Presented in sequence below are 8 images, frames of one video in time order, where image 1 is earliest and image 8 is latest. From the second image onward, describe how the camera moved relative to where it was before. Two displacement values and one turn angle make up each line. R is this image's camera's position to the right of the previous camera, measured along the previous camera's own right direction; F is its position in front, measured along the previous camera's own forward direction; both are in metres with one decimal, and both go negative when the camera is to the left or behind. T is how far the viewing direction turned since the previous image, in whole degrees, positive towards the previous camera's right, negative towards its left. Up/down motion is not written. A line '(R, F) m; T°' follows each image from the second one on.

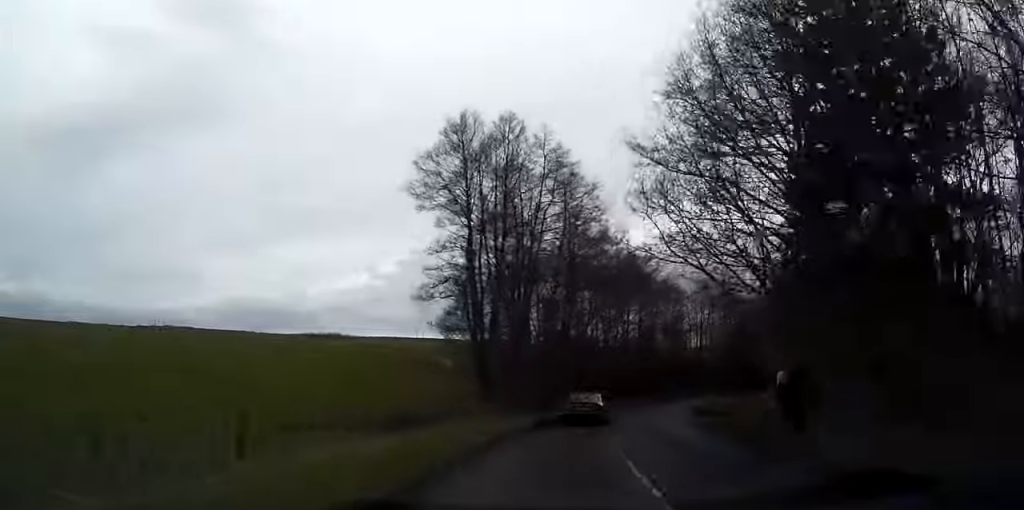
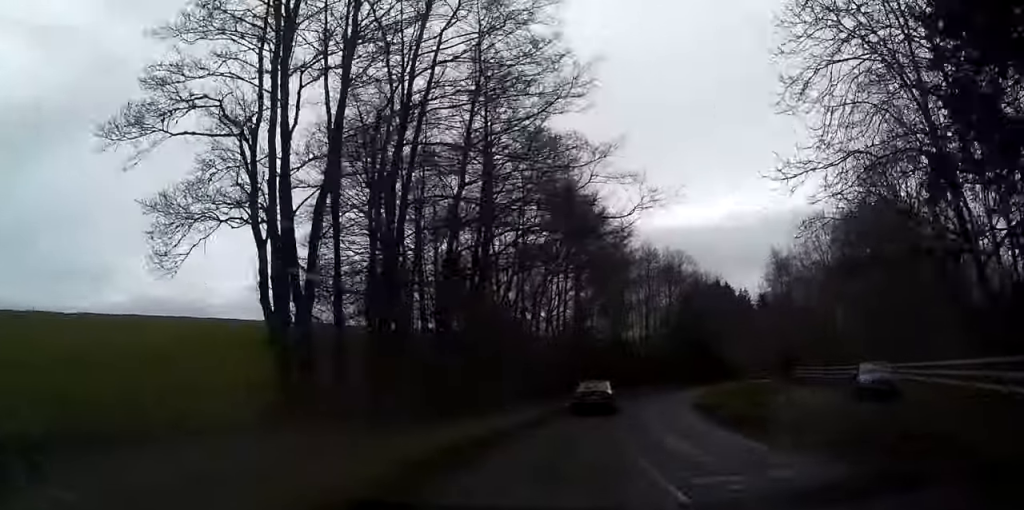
(+0.4, +18.6) m; +6°
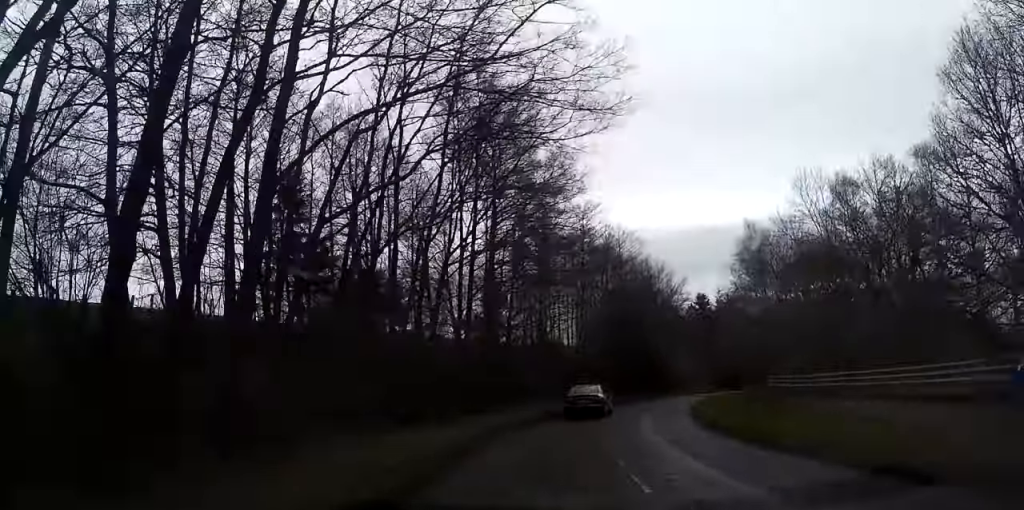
(+1.2, +16.8) m; +9°
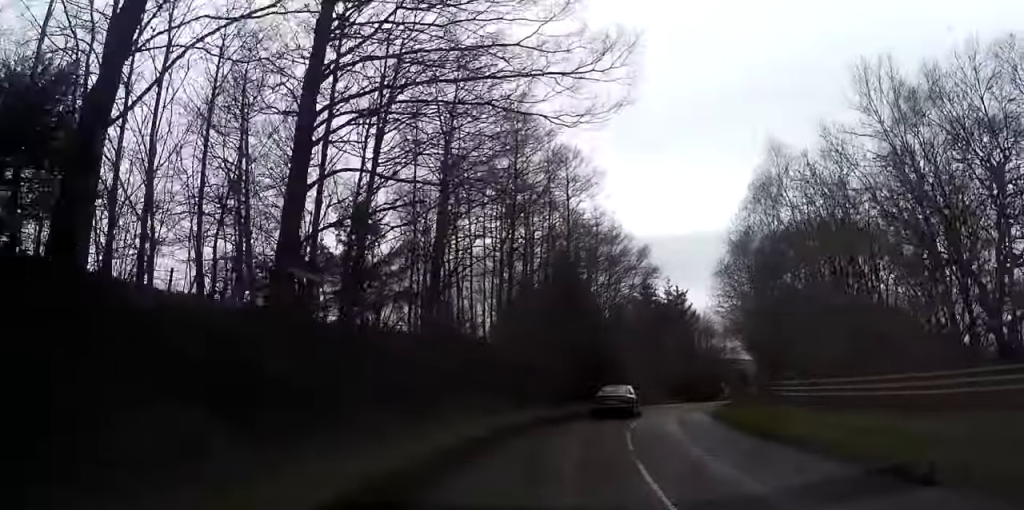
(+1.8, +19.7) m; +10°
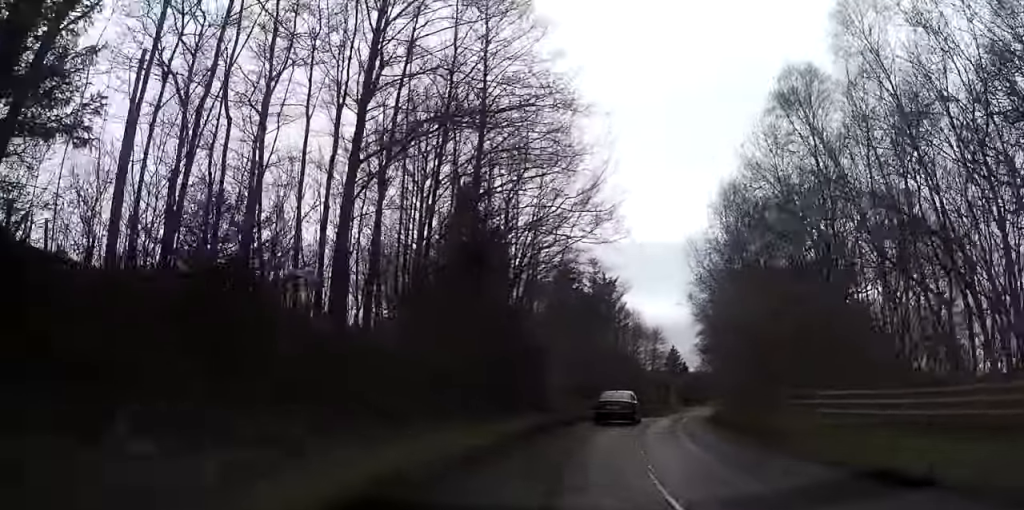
(+0.9, +17.3) m; +8°
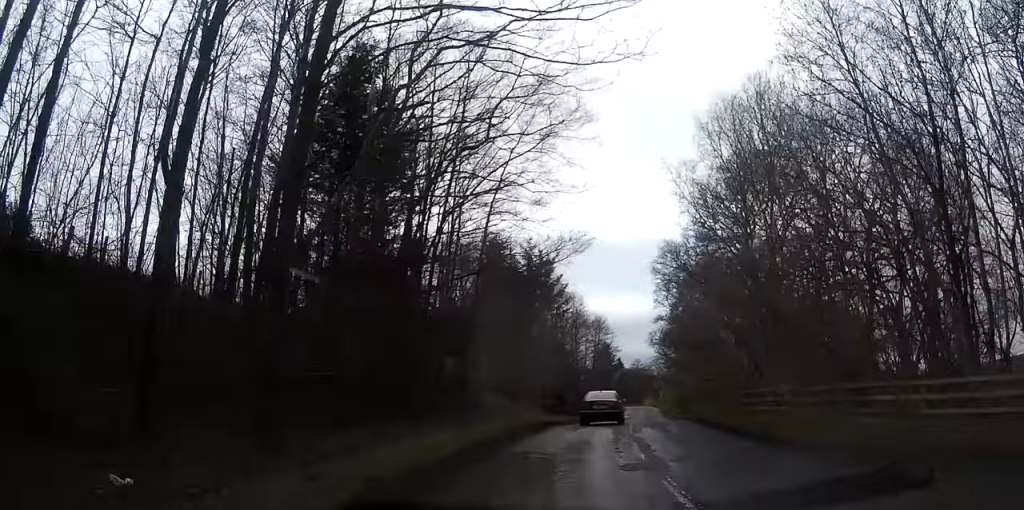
(+0.8, +11.5) m; +5°
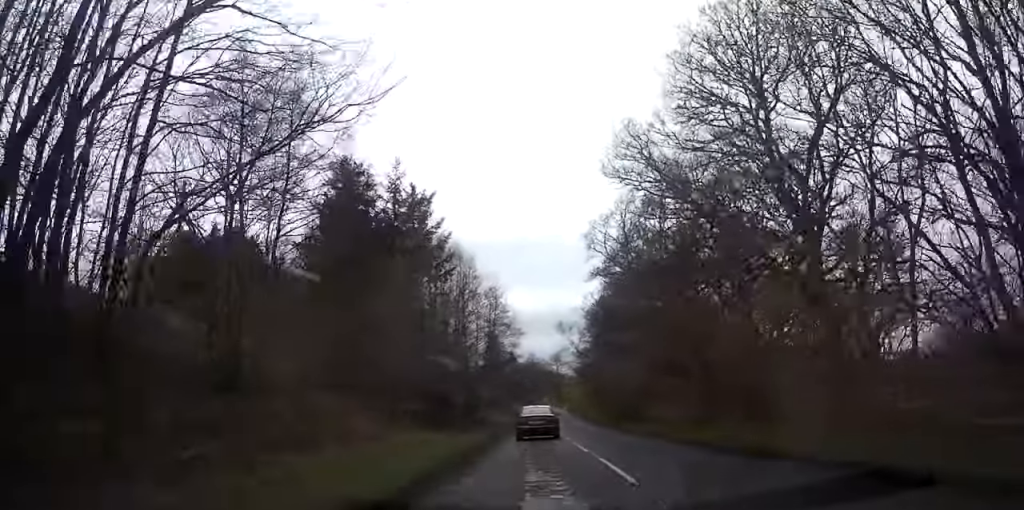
(+1.4, +20.6) m; +7°
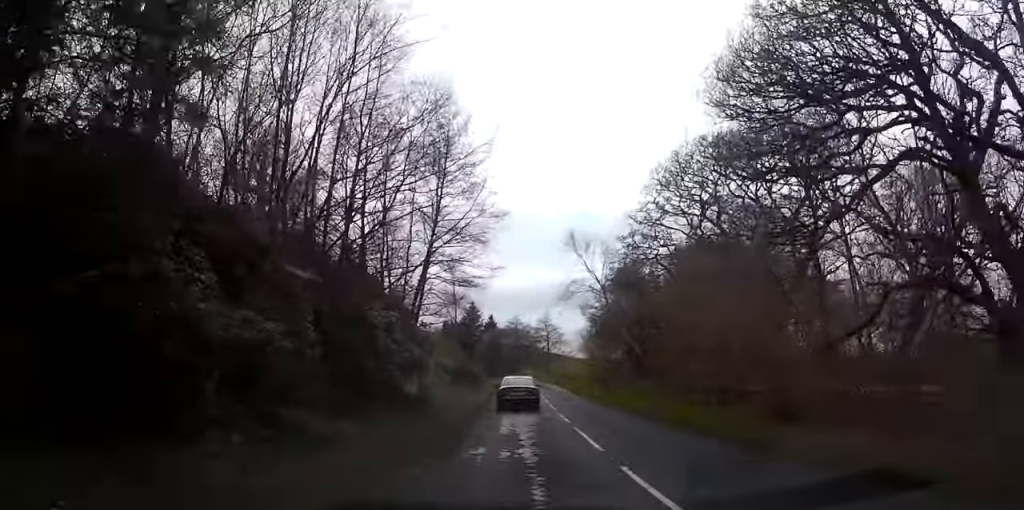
(+2.3, +33.0) m; +5°
